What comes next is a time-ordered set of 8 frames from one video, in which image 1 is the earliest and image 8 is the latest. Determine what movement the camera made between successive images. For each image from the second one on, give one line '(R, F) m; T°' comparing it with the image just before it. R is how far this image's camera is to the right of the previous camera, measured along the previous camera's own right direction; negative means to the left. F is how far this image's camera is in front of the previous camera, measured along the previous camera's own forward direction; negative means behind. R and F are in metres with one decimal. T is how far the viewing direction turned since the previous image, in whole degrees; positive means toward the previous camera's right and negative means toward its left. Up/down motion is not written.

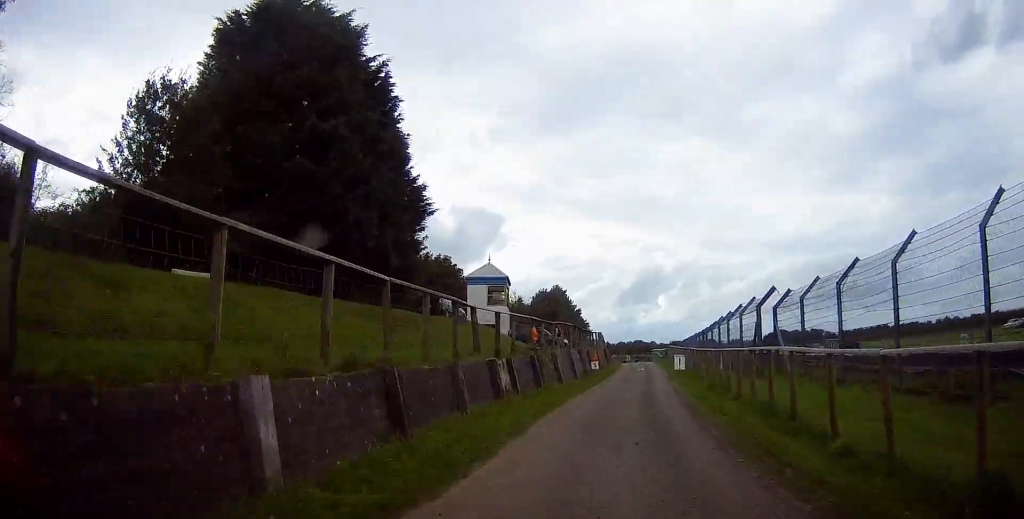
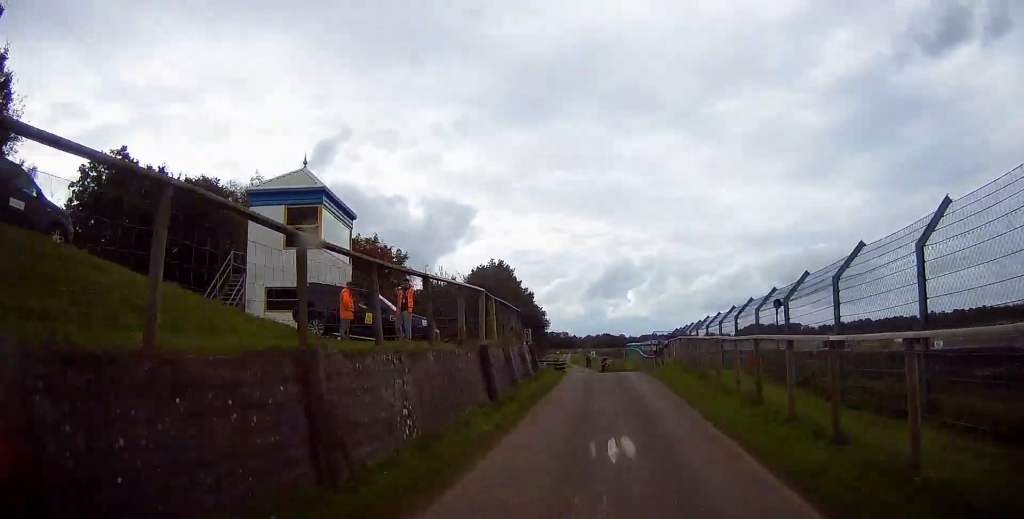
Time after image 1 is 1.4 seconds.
(+1.5, +27.2) m; +3°
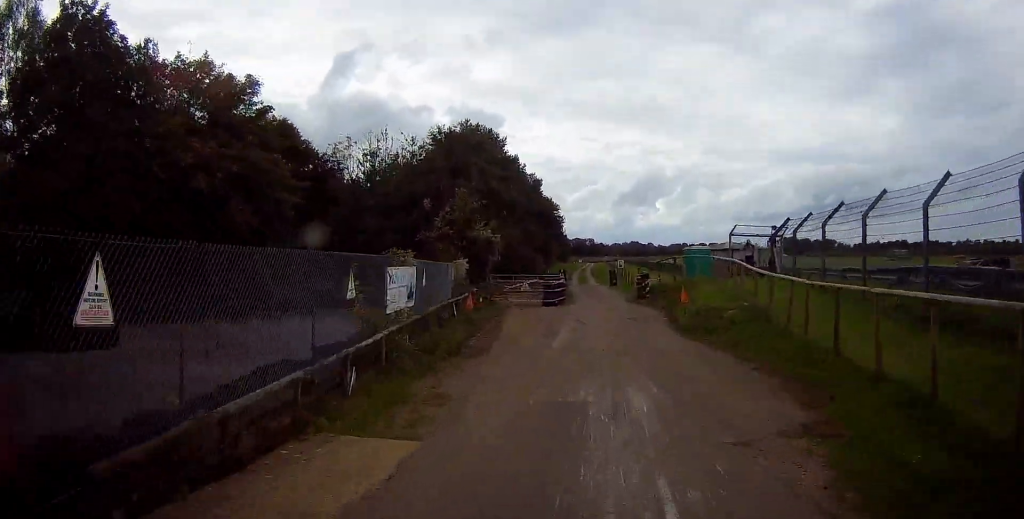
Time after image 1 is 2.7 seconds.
(-0.6, +28.9) m; -2°
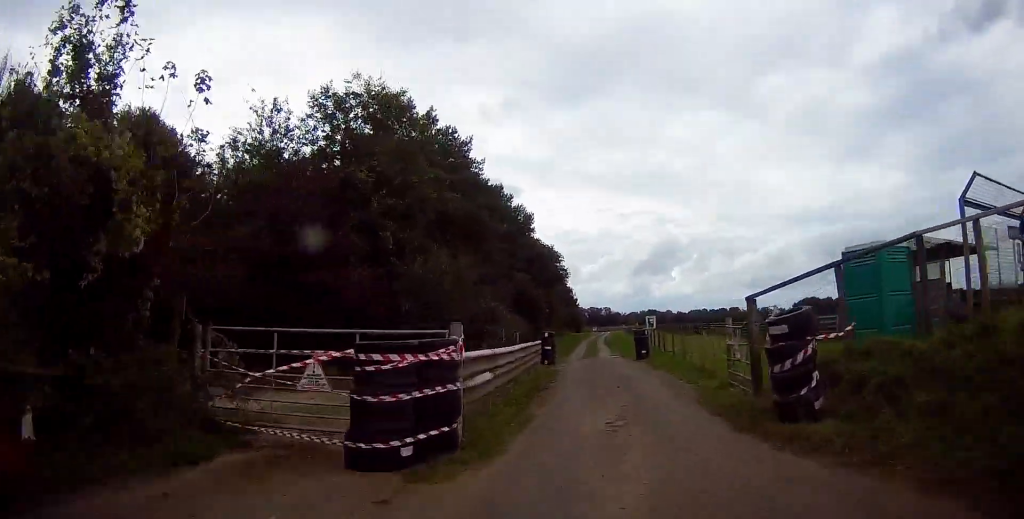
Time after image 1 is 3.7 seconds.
(-0.2, +22.0) m; -1°
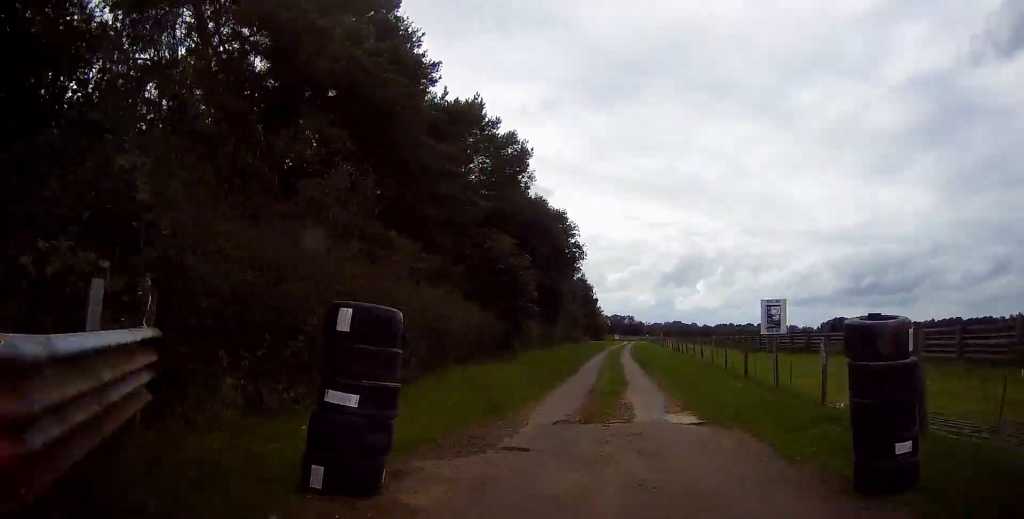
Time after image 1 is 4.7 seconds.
(-0.2, +21.3) m; -1°
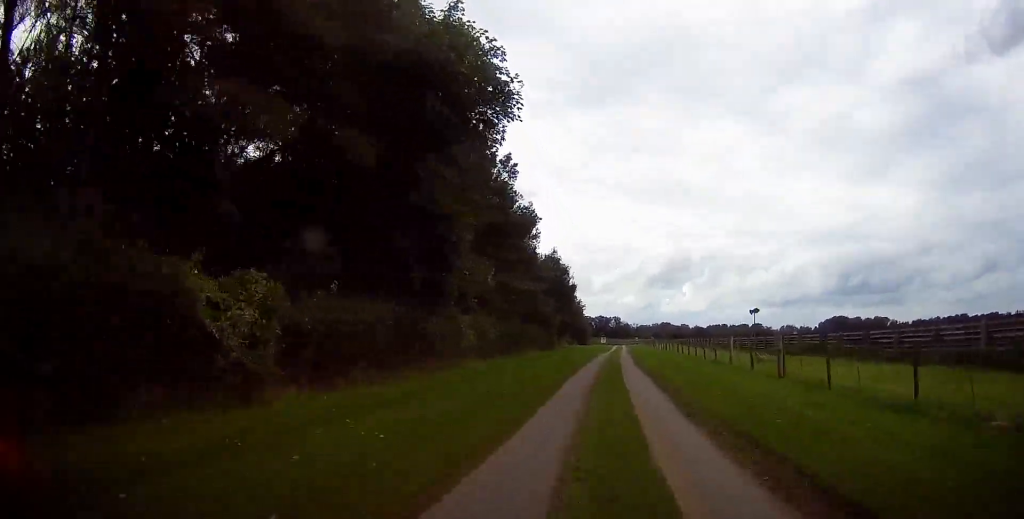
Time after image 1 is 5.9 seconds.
(-0.2, +31.4) m; 0°
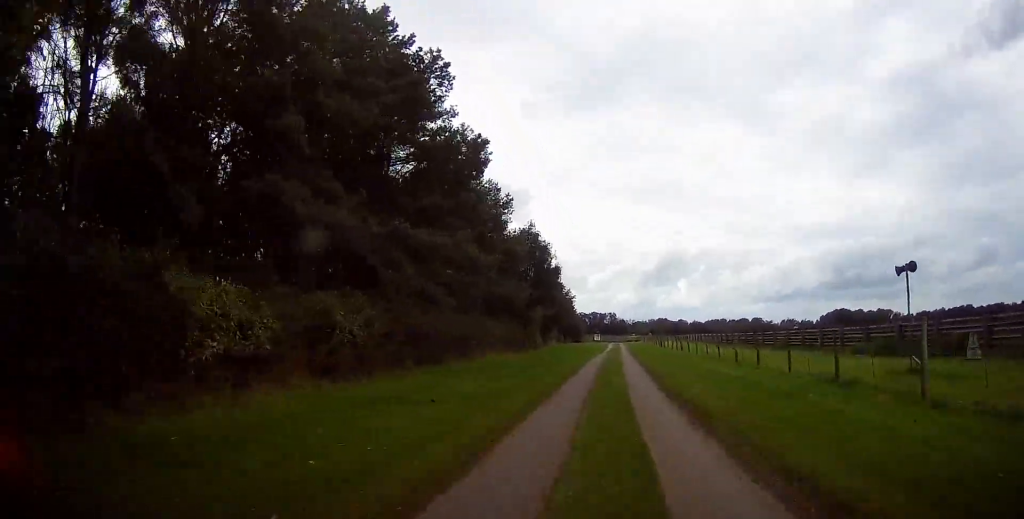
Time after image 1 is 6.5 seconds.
(0.0, +15.6) m; +1°
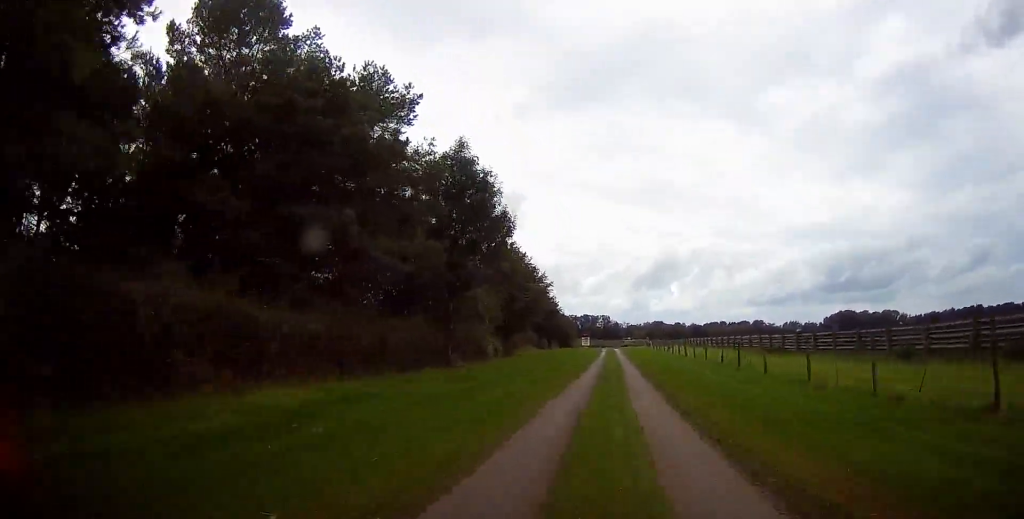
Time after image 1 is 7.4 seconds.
(+0.6, +24.8) m; +1°
